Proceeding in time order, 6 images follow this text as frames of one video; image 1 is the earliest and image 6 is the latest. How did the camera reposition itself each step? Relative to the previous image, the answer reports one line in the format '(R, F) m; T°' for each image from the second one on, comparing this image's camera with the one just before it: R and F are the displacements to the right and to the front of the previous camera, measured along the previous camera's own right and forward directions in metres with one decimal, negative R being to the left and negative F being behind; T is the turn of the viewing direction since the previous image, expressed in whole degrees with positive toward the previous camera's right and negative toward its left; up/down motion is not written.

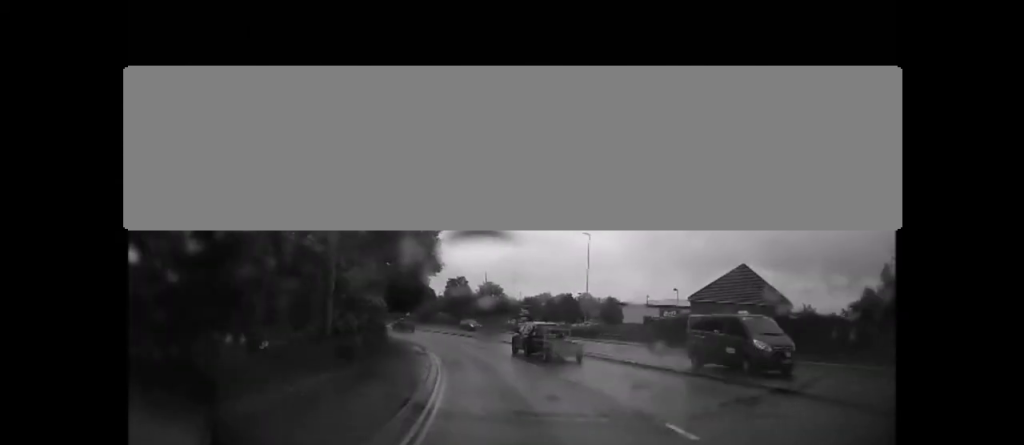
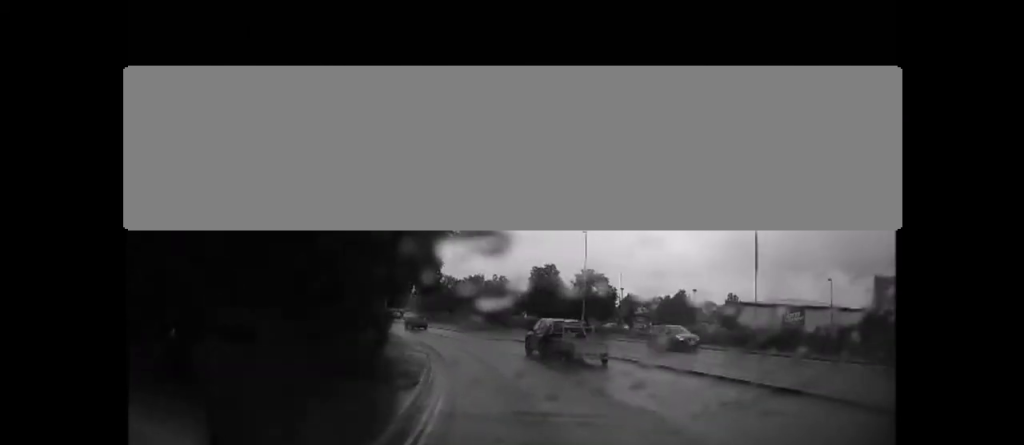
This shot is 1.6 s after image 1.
(-1.9, +20.9) m; -10°
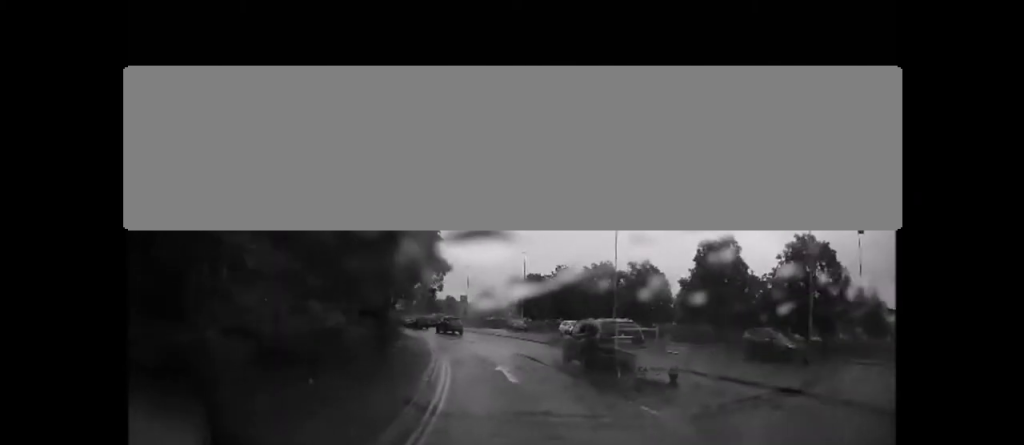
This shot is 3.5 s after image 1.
(-3.1, +25.6) m; -12°
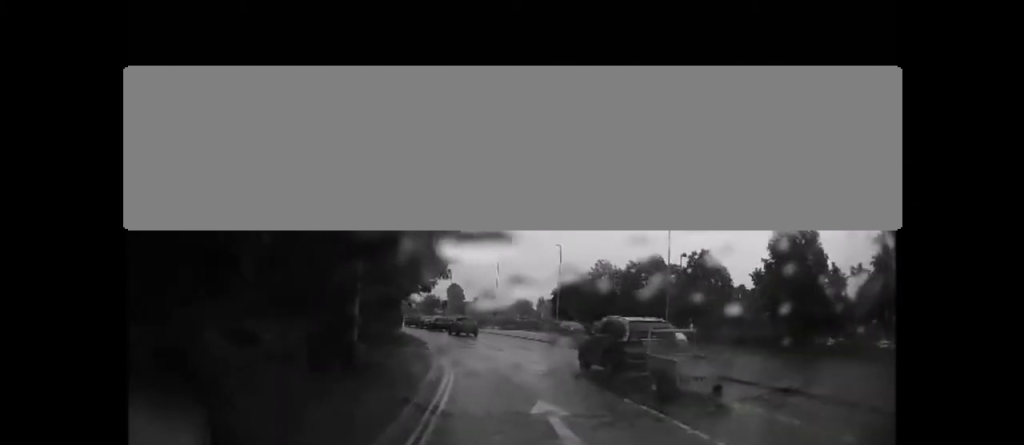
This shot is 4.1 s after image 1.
(-0.2, +7.4) m; -3°
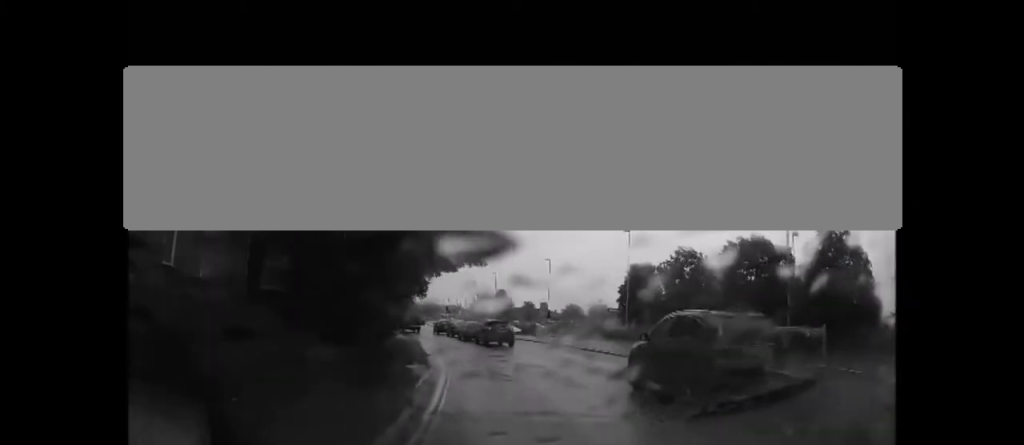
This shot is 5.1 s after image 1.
(-0.6, +12.6) m; -6°
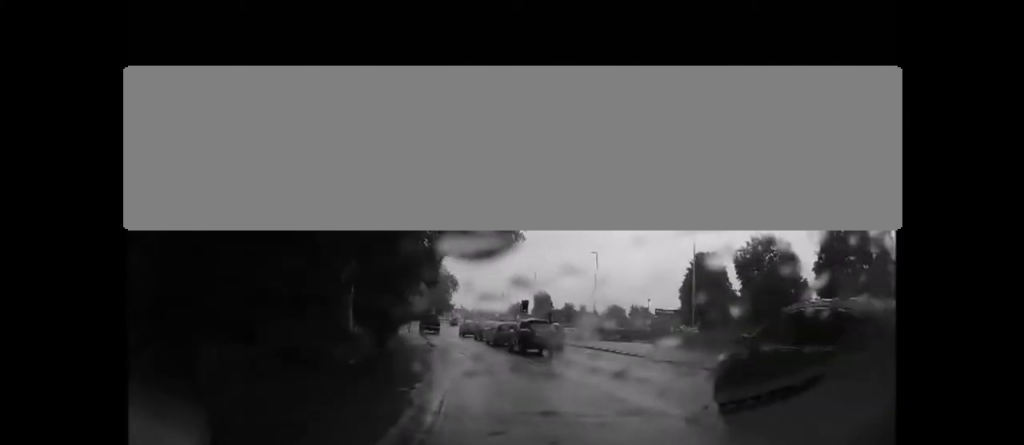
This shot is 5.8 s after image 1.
(-0.5, +8.6) m; -4°
